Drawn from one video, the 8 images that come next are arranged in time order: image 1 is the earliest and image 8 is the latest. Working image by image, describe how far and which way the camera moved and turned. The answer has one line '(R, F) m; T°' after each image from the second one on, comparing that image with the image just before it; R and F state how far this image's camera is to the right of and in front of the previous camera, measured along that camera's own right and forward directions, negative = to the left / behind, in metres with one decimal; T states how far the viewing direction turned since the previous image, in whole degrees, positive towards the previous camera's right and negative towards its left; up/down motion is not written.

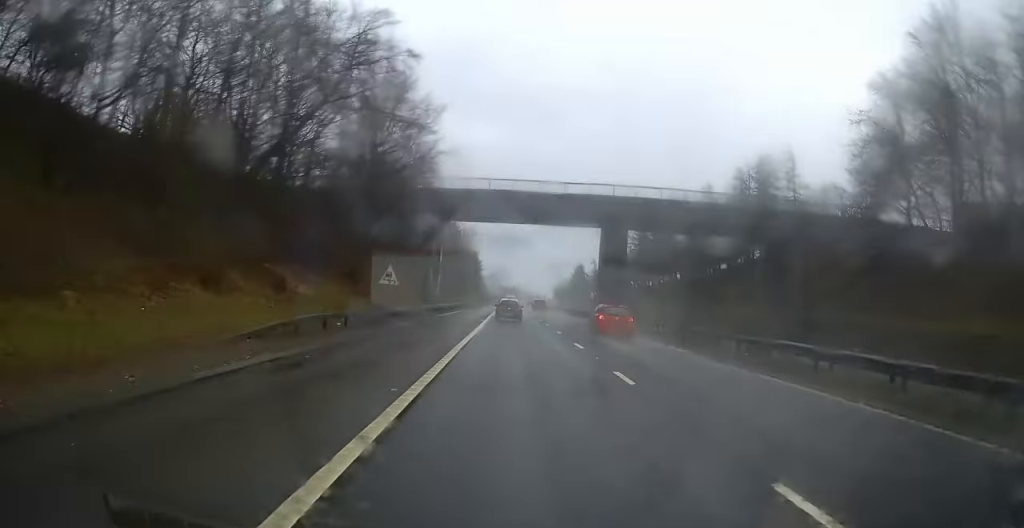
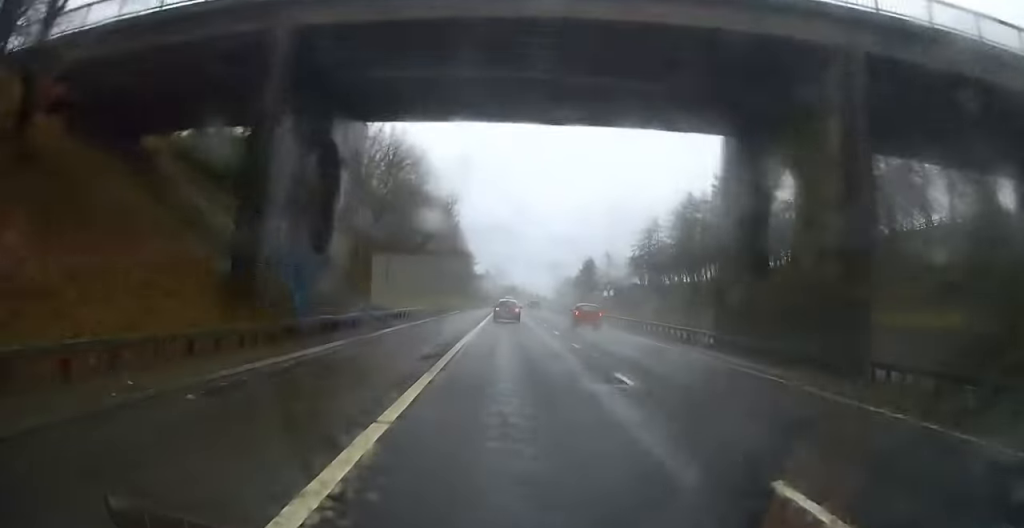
(+0.1, +34.7) m; +1°
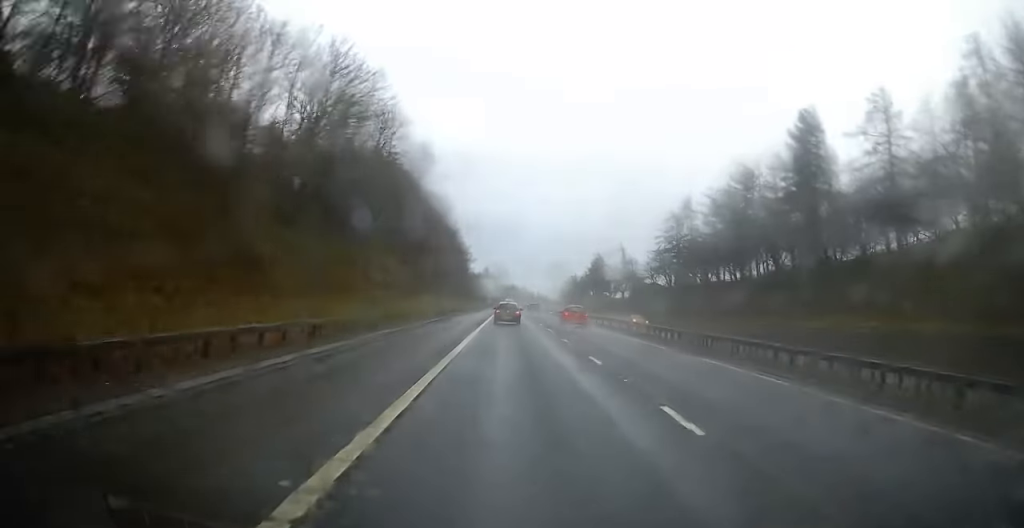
(+0.1, +22.0) m; 0°
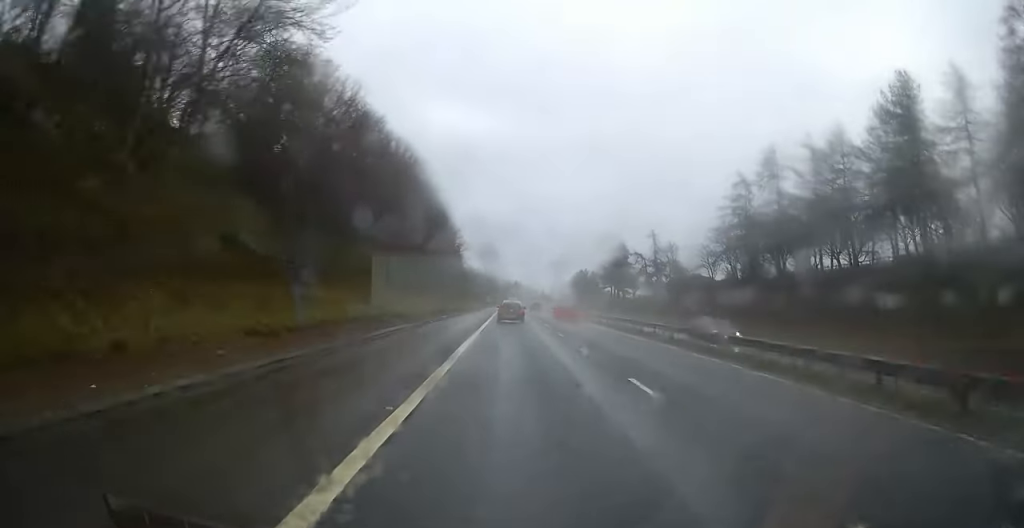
(-0.3, +31.6) m; -1°
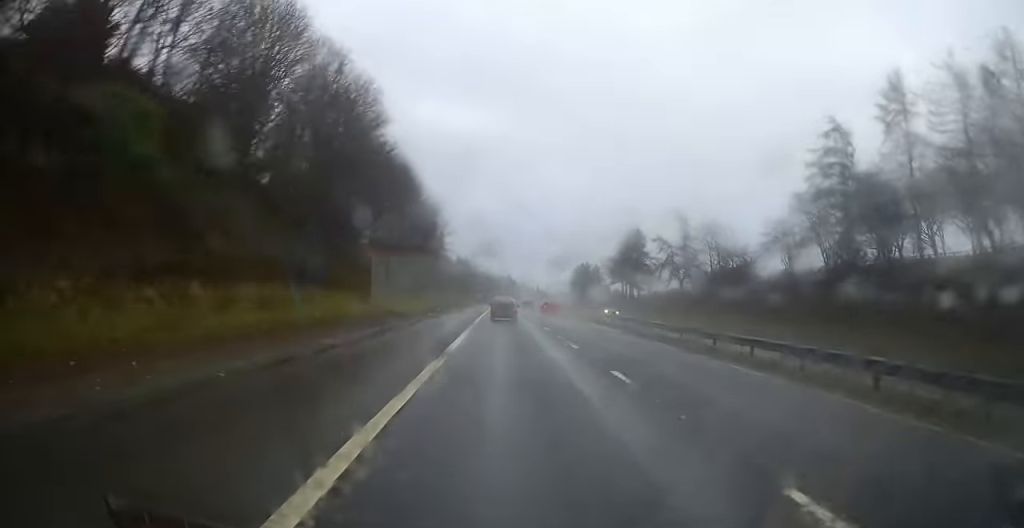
(-0.2, +25.3) m; +1°
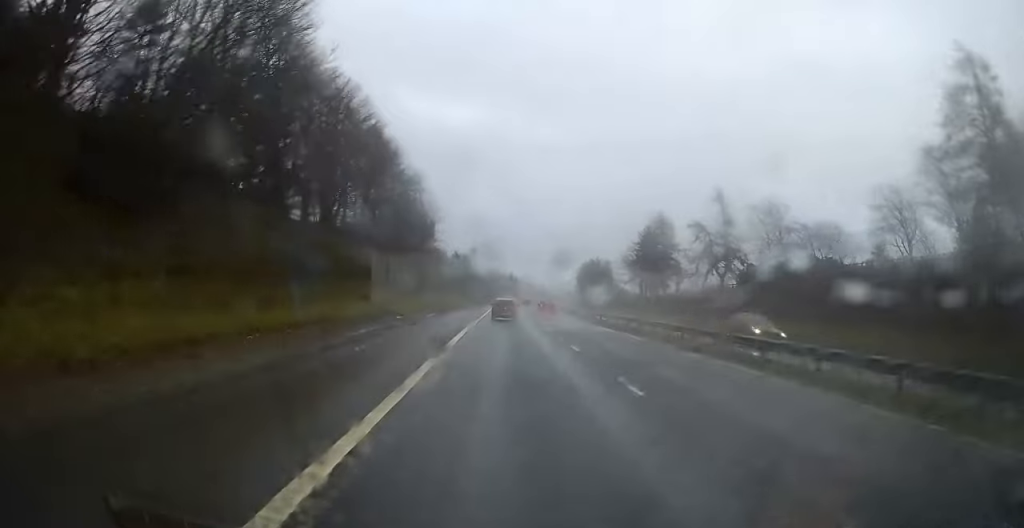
(+0.3, +18.9) m; +1°
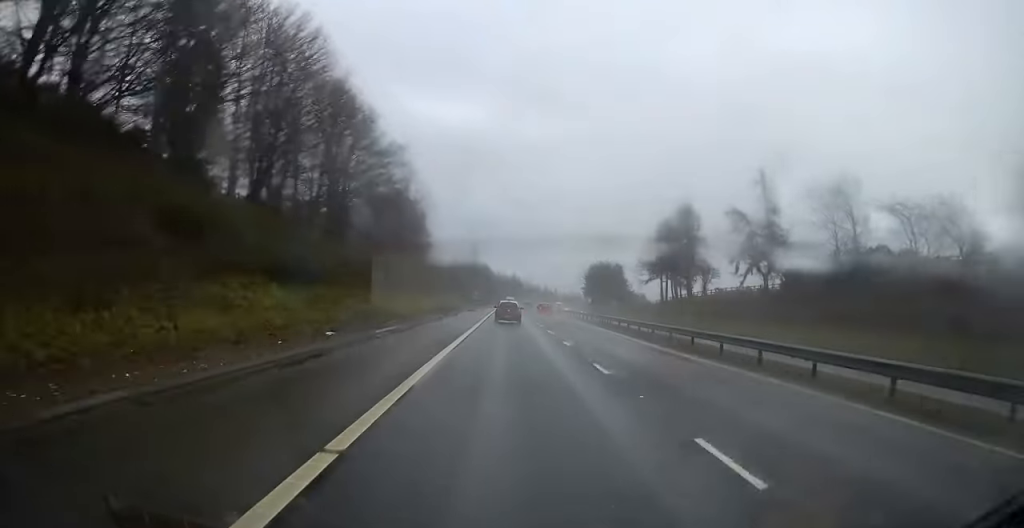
(+0.1, +14.2) m; 0°
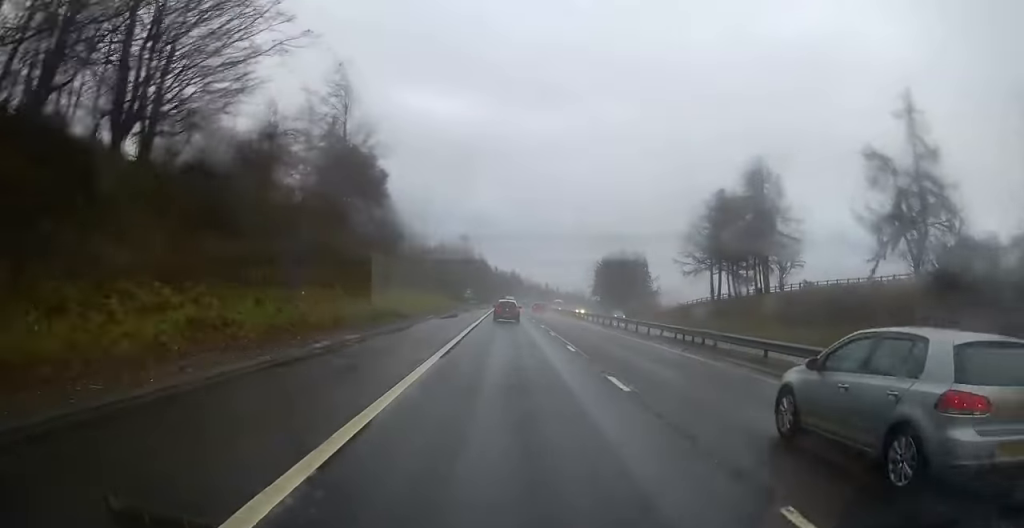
(0.0, +29.2) m; 0°
